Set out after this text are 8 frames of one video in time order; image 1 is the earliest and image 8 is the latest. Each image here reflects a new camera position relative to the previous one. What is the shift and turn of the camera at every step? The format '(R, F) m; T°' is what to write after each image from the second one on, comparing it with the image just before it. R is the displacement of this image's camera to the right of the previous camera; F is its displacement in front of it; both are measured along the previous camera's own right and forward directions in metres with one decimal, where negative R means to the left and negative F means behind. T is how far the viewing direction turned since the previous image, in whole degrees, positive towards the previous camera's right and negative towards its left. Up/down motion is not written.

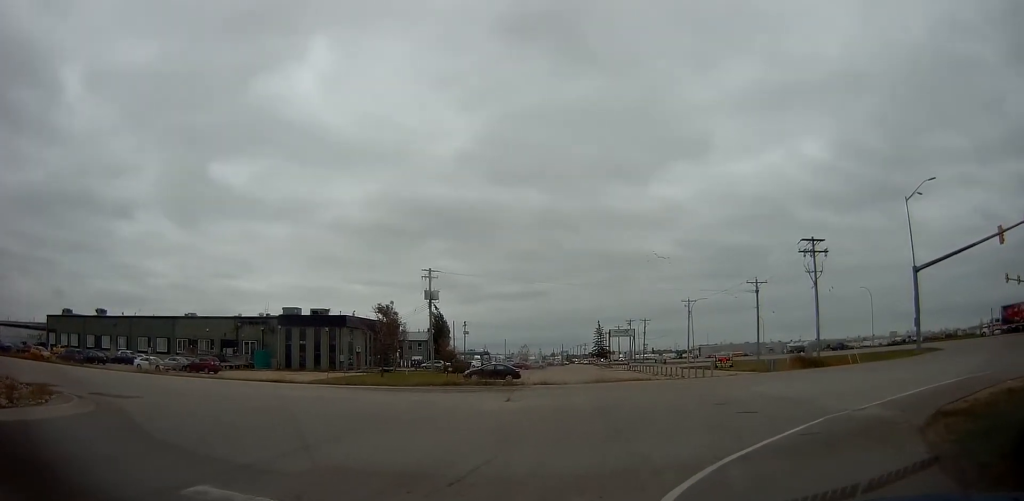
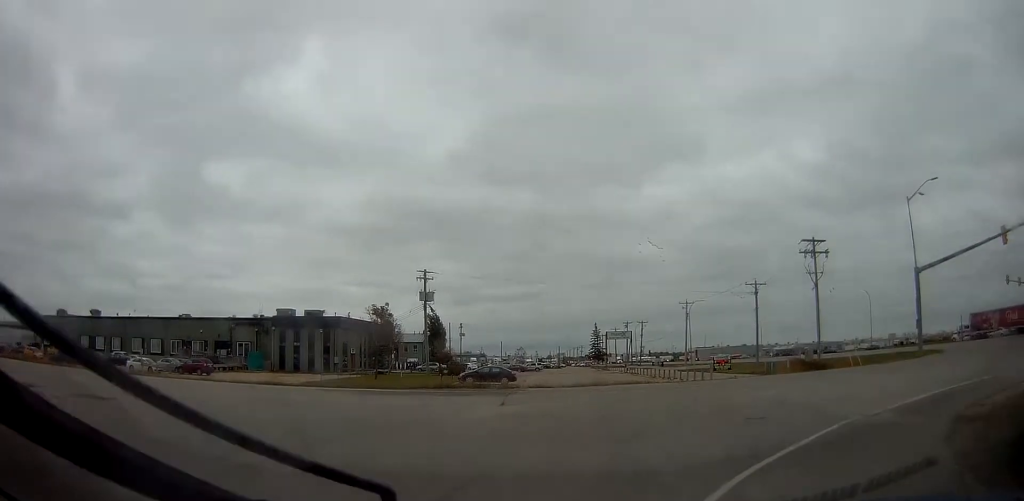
(0.0, +0.8) m; 0°
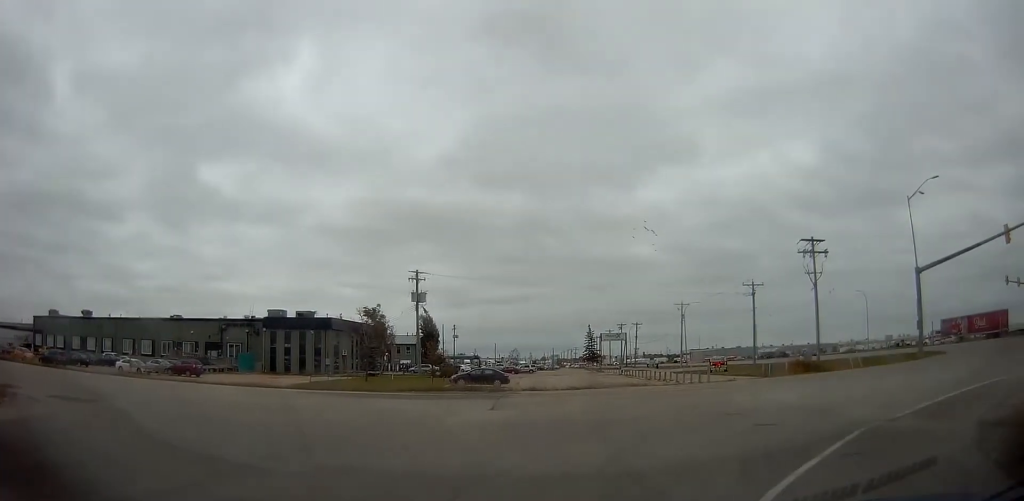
(+0.1, +0.7) m; +1°
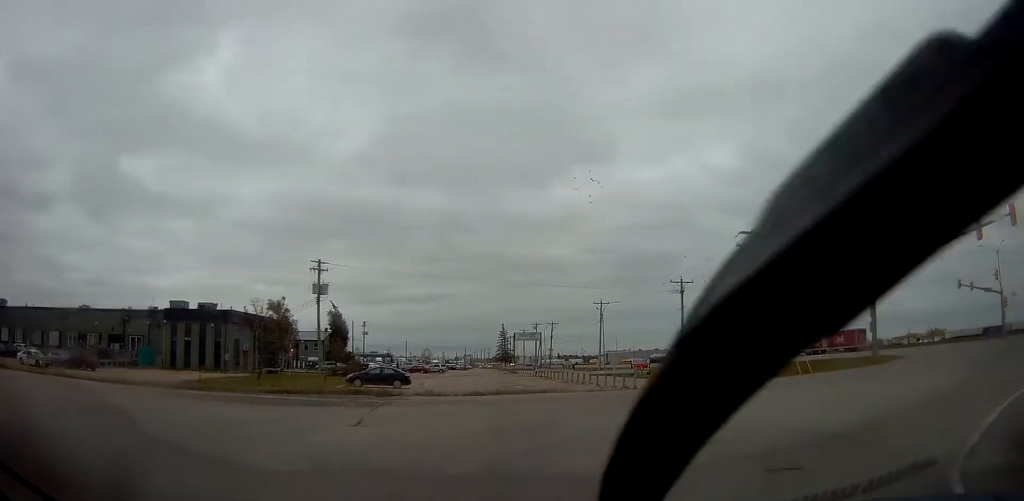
(+0.7, +3.5) m; +8°
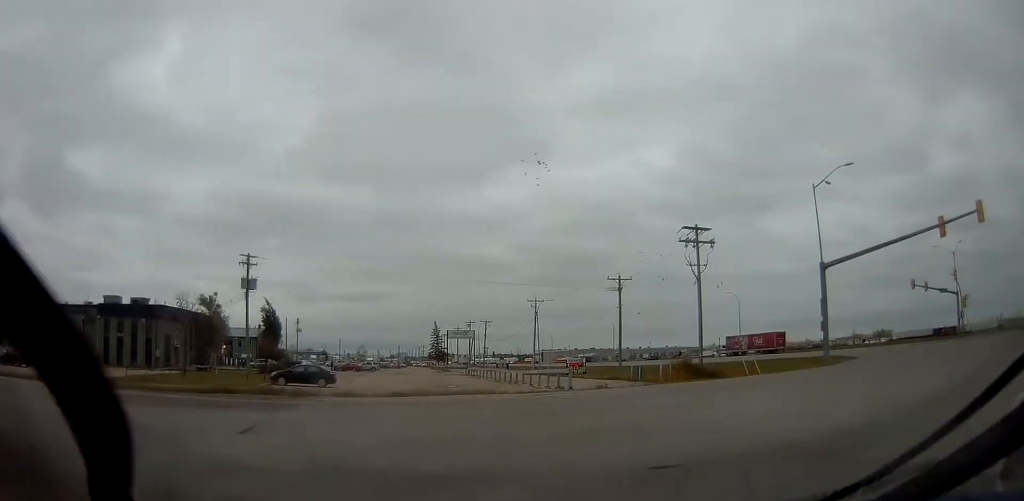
(+0.1, +1.7) m; +11°
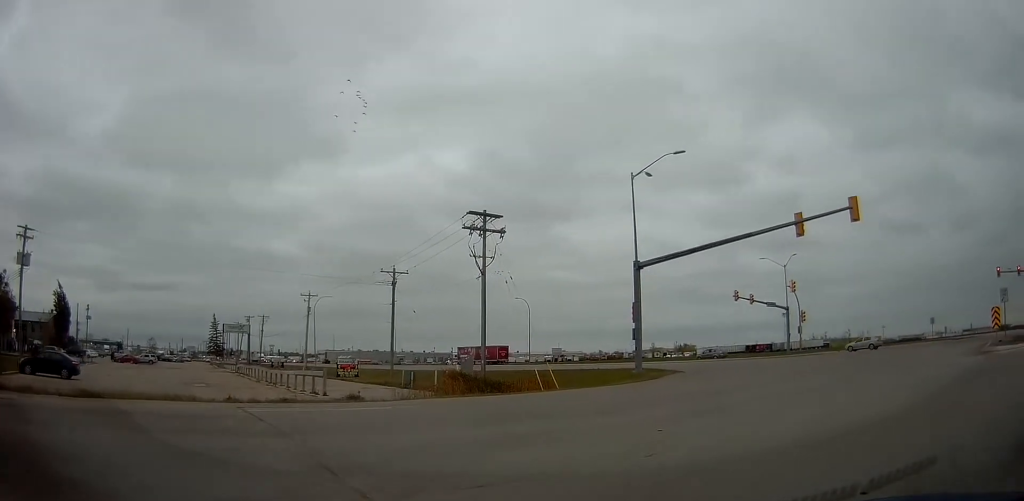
(+1.7, +5.3) m; +24°
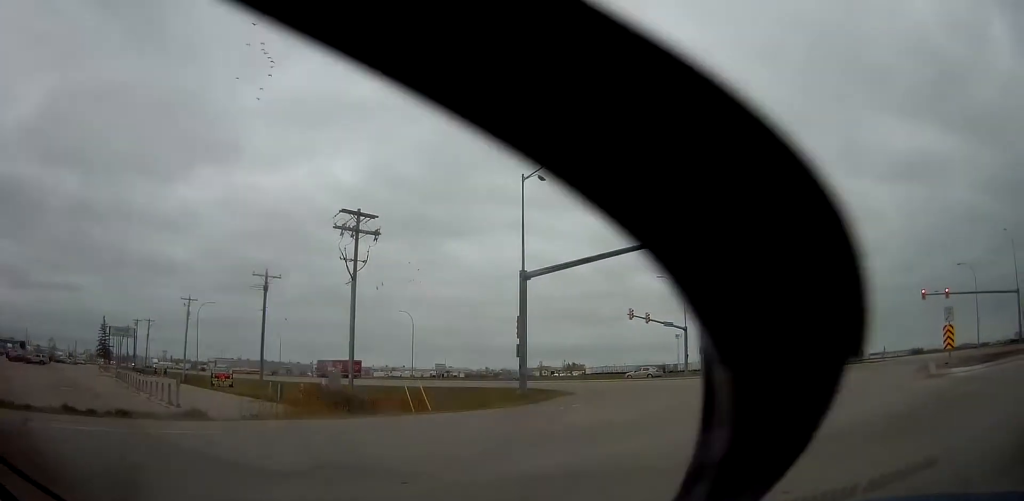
(-0.4, +3.4) m; +9°
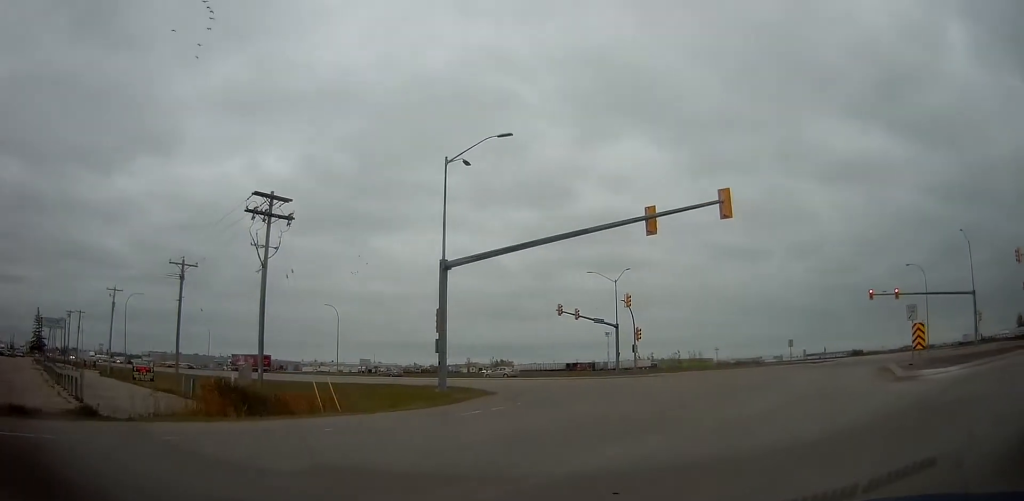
(+0.5, +2.1) m; +5°
